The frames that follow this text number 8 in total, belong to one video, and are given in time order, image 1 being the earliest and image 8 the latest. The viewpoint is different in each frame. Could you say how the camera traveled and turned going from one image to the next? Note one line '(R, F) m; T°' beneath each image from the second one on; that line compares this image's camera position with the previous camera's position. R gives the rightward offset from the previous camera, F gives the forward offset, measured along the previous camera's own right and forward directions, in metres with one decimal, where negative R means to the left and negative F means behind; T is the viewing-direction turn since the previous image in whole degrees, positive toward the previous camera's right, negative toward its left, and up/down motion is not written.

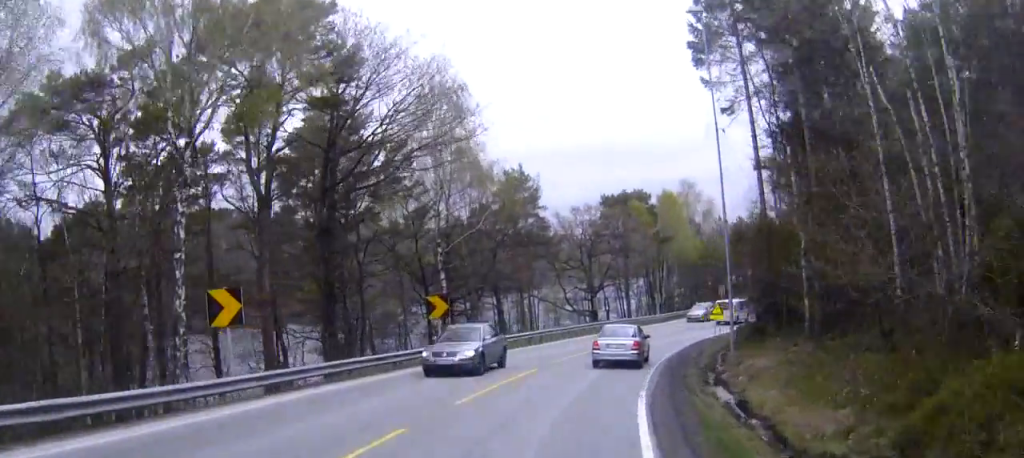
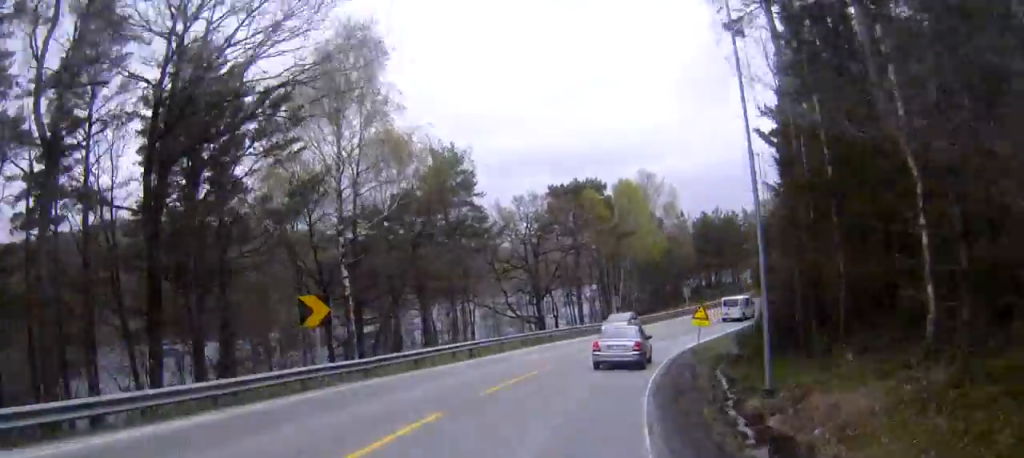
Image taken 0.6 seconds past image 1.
(+0.5, +9.9) m; +4°
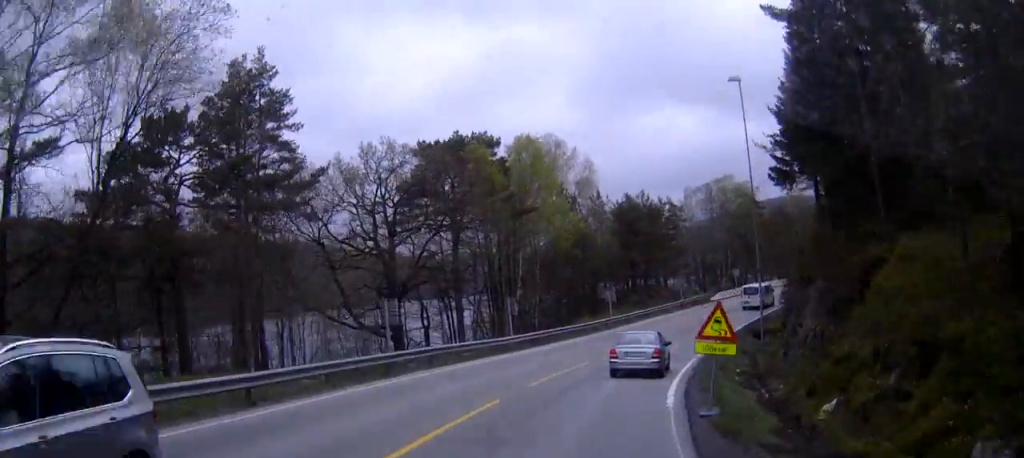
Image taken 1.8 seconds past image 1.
(+1.4, +19.5) m; +6°
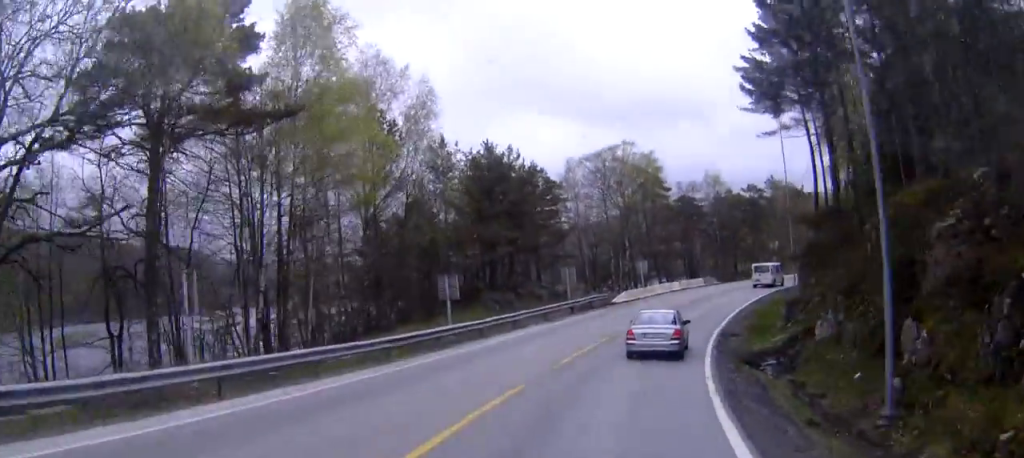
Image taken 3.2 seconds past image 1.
(+1.0, +23.6) m; +9°
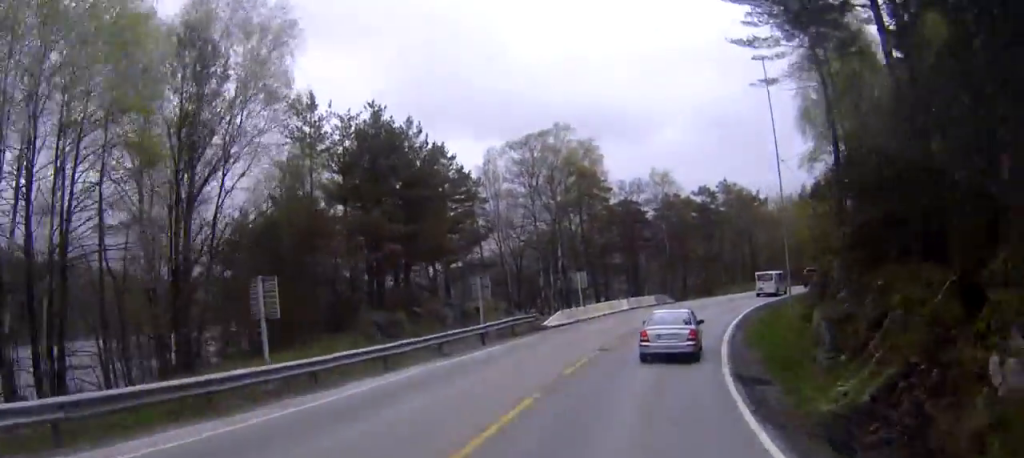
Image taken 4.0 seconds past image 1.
(+0.4, +12.5) m; +8°
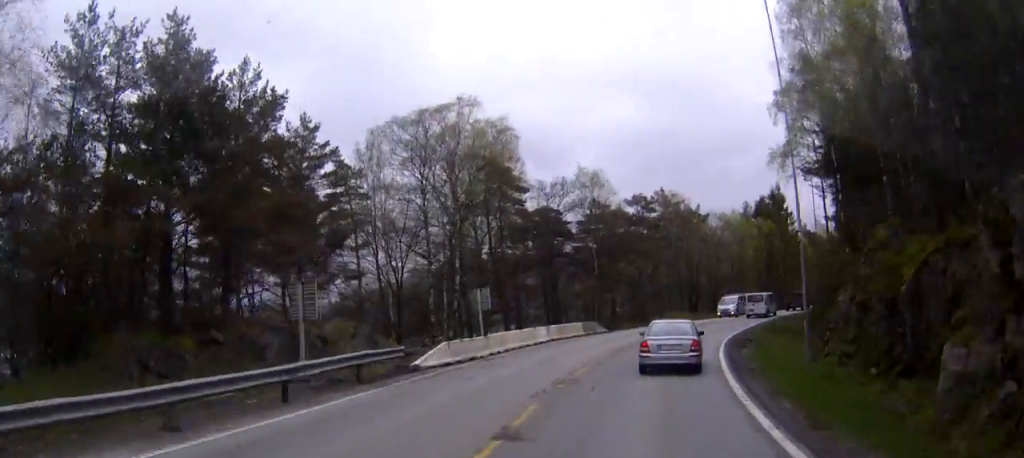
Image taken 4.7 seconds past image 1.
(+1.4, +13.0) m; +8°
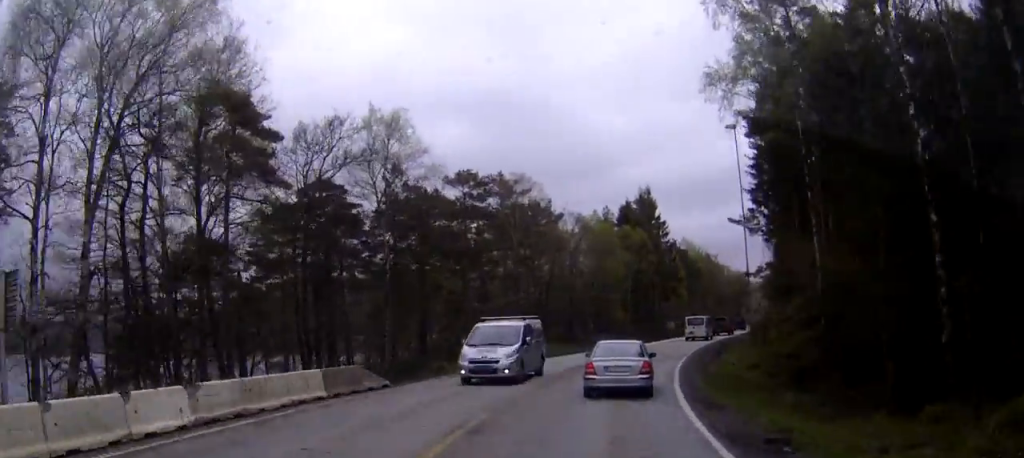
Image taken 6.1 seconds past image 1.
(+2.6, +22.6) m; +14°
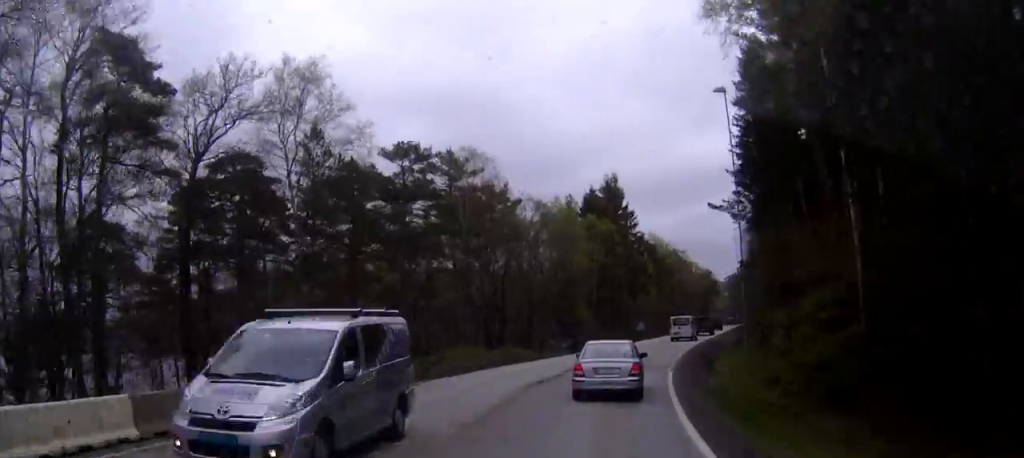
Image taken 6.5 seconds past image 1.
(+0.6, +7.0) m; +4°
